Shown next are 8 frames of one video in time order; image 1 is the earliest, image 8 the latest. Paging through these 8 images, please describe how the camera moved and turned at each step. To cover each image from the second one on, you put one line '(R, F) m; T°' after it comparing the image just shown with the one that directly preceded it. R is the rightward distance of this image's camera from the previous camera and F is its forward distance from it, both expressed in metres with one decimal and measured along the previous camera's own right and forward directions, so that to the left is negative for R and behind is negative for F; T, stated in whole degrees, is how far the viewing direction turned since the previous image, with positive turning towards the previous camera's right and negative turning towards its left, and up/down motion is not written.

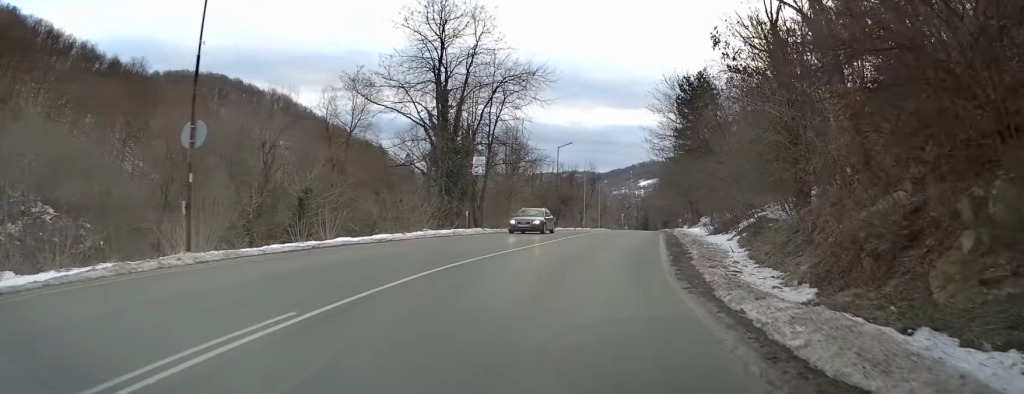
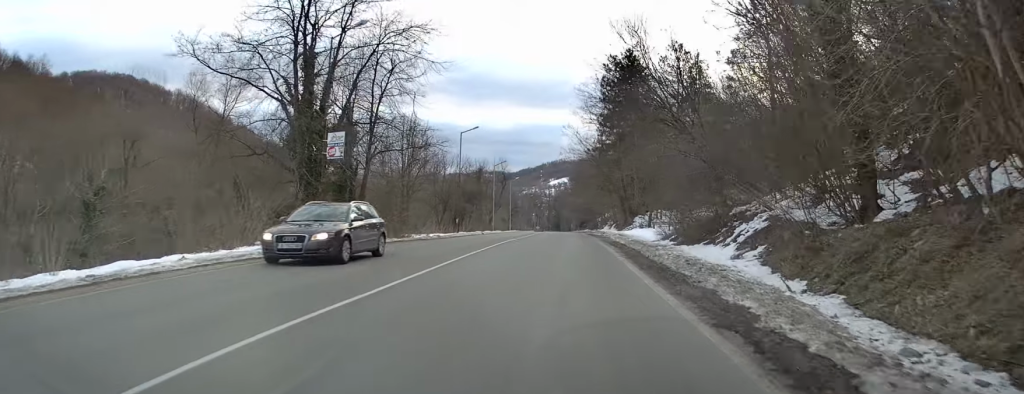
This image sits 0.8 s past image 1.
(+0.5, +11.7) m; +6°
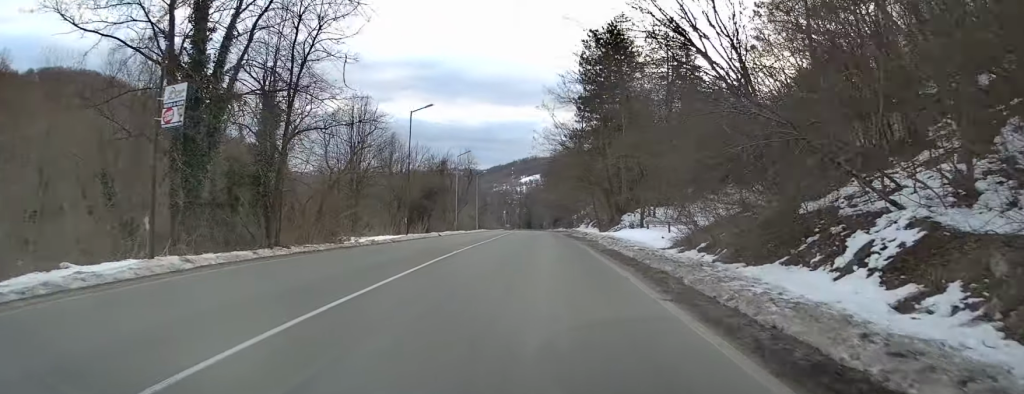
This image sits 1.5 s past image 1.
(+0.6, +9.2) m; +2°
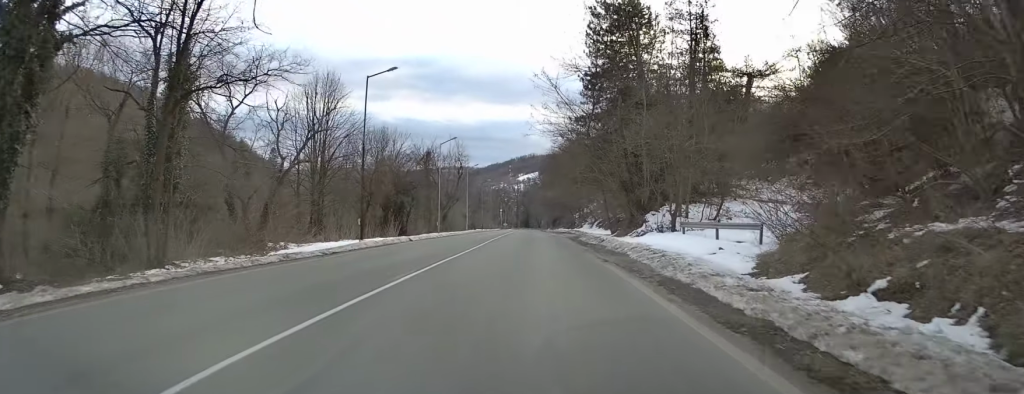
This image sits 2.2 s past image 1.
(+0.1, +10.2) m; 0°
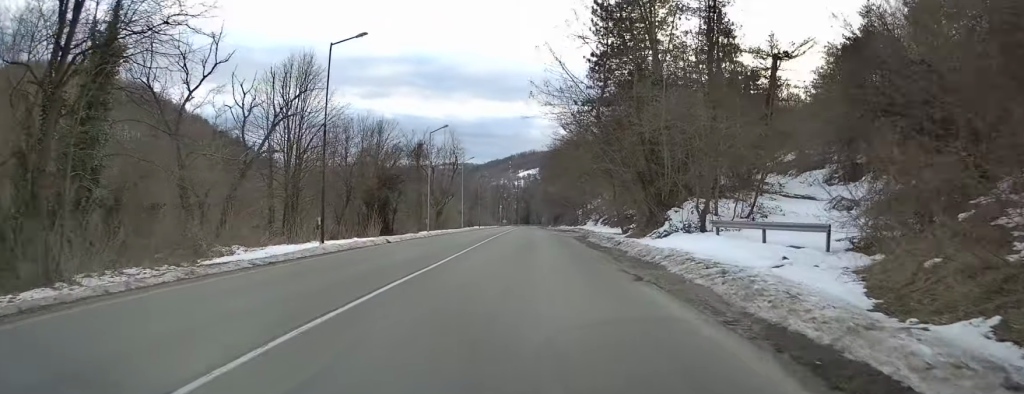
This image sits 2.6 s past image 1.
(0.0, +5.6) m; 0°
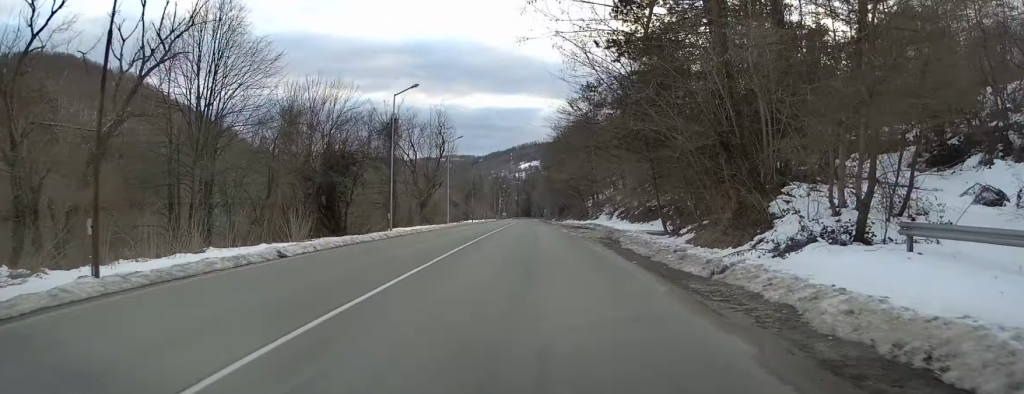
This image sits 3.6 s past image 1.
(-0.1, +13.2) m; -1°
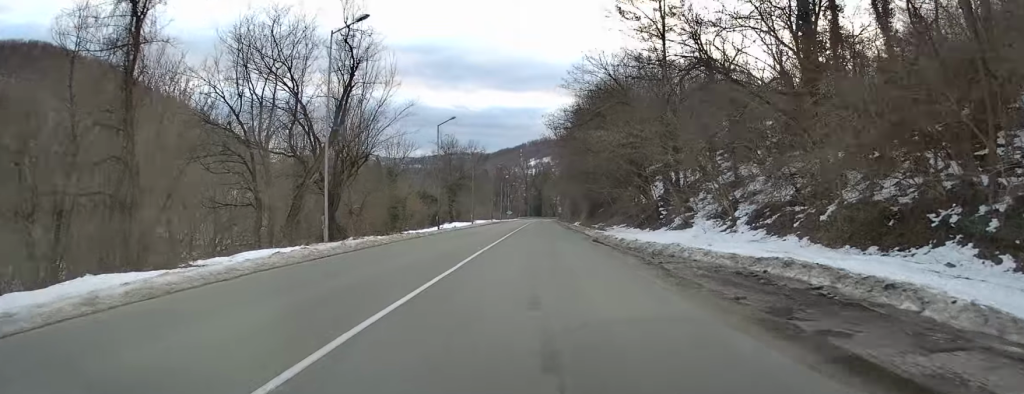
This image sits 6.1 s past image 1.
(+0.2, +37.2) m; +1°
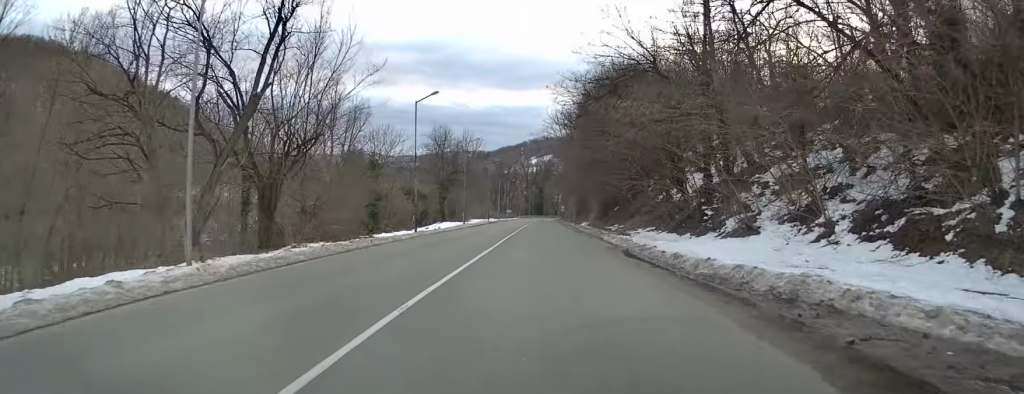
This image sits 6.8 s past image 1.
(0.0, +9.7) m; 0°
